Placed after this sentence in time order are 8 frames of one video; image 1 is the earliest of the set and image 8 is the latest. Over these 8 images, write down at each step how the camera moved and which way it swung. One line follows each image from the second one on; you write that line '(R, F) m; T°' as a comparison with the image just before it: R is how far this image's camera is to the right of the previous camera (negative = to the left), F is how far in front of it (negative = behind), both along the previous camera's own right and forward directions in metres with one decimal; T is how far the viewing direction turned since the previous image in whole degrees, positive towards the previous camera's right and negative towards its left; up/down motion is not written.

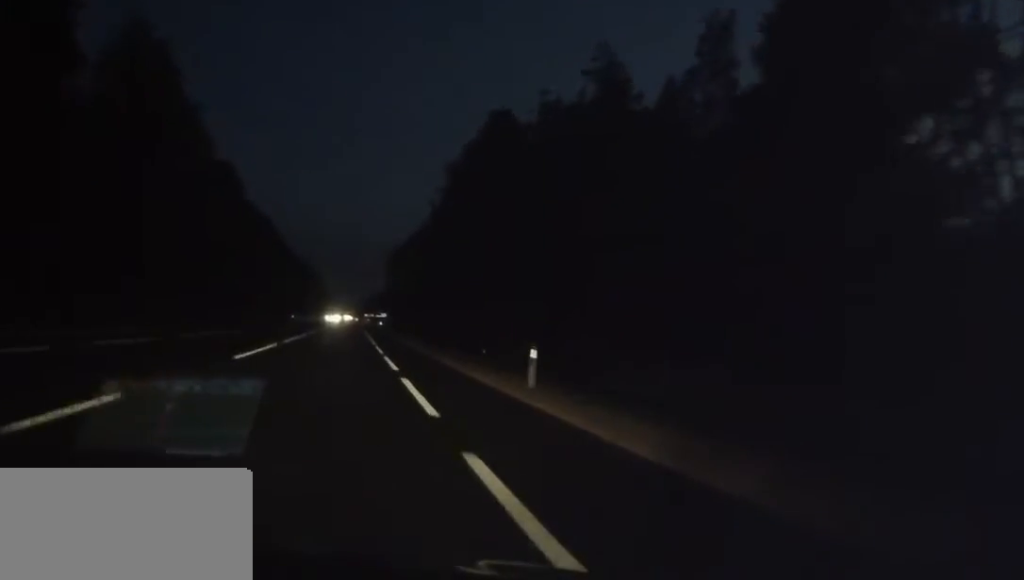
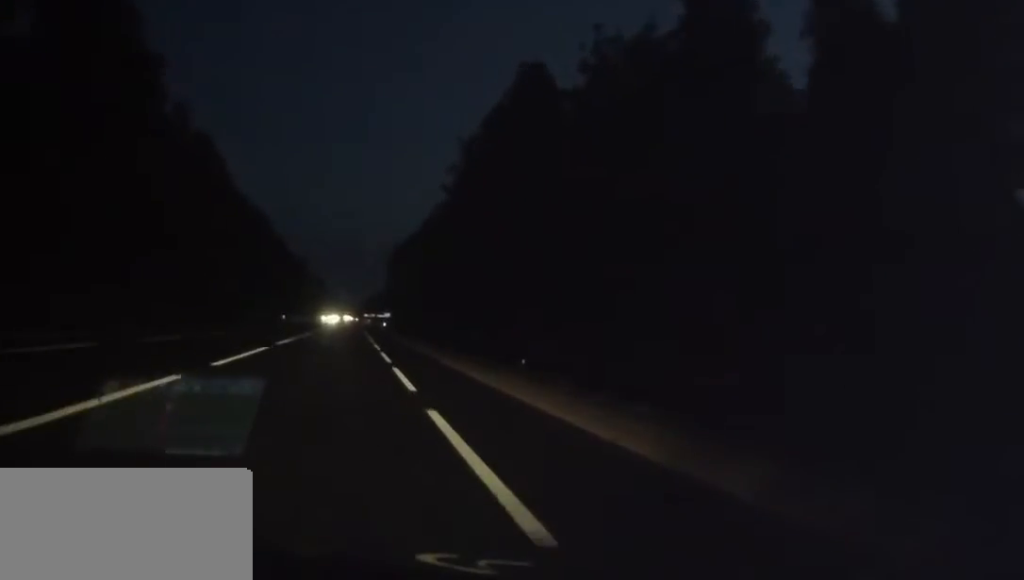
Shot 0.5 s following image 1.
(+0.2, +14.8) m; 0°
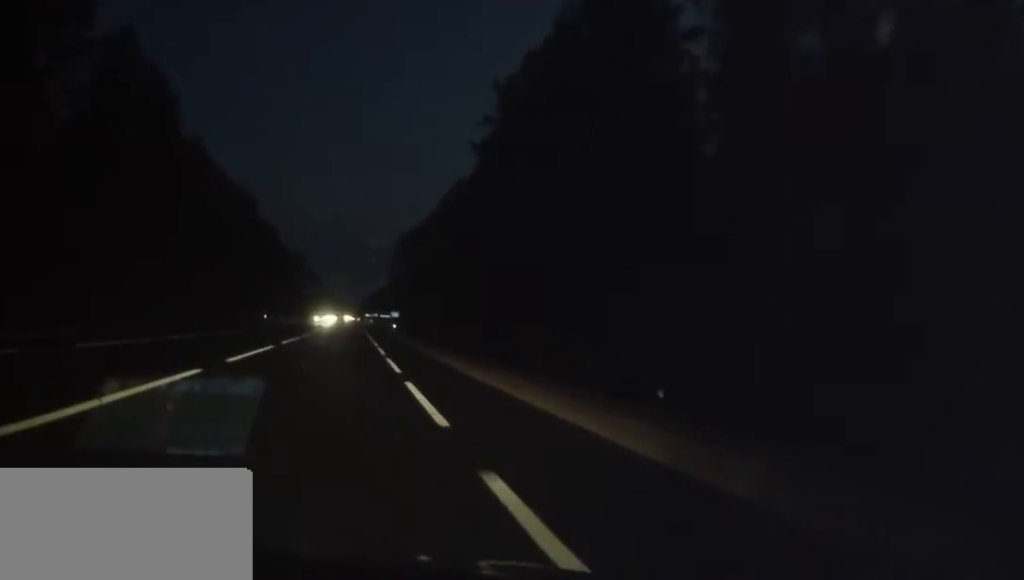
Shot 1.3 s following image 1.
(-0.2, +22.6) m; 0°
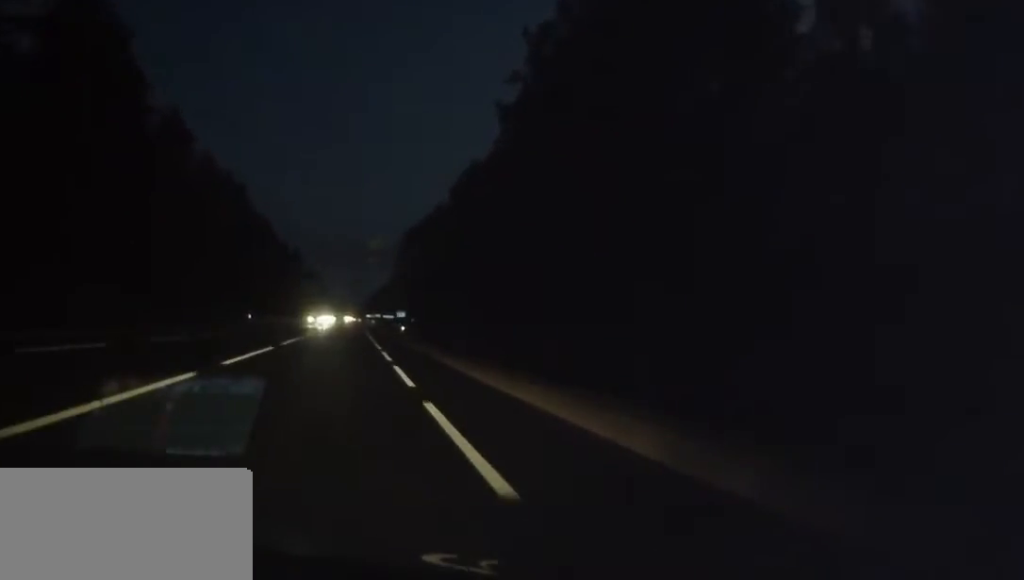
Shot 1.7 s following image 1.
(-0.1, +12.8) m; 0°
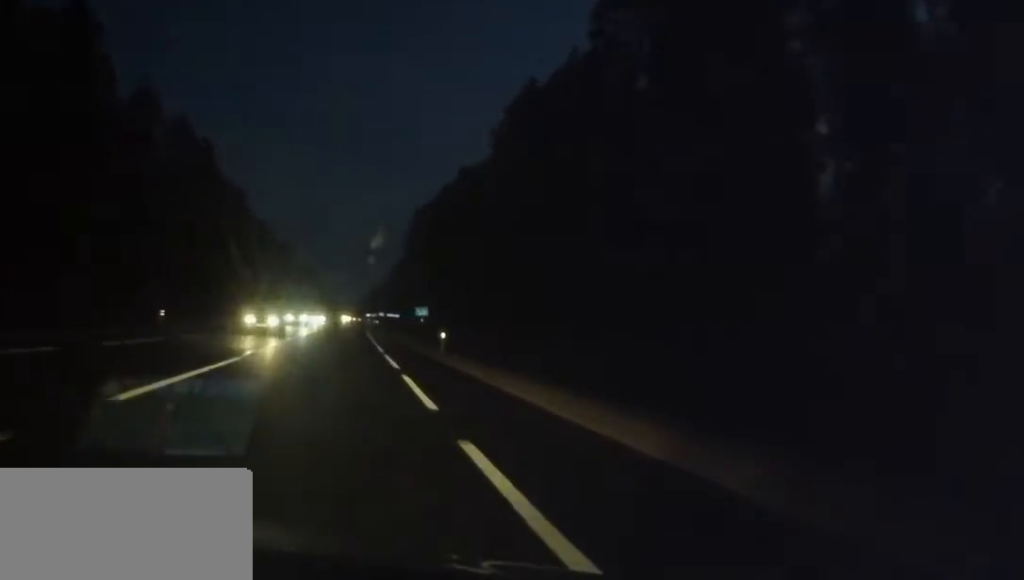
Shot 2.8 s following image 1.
(+0.3, +31.3) m; +1°
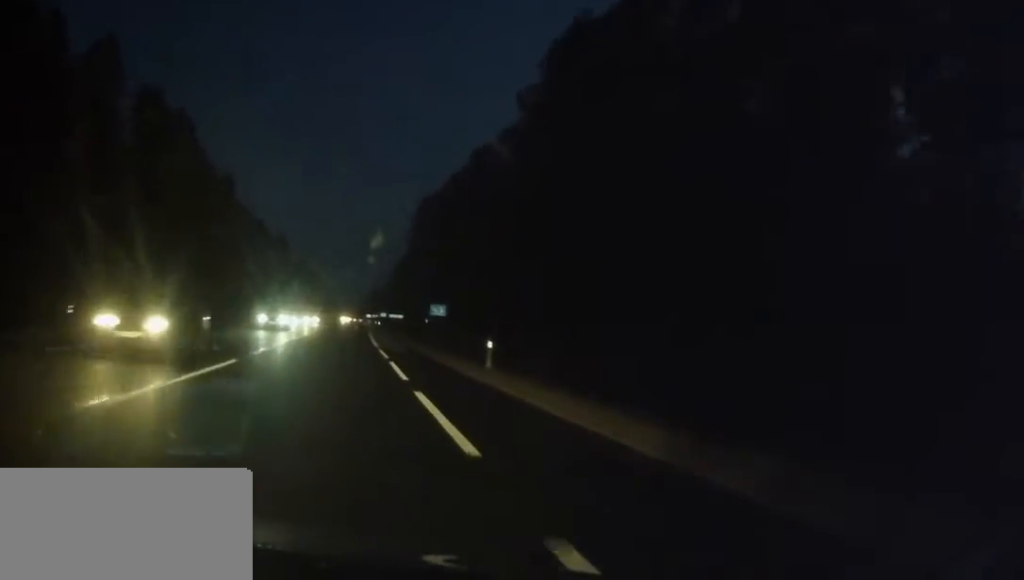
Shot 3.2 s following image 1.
(0.0, +12.7) m; 0°
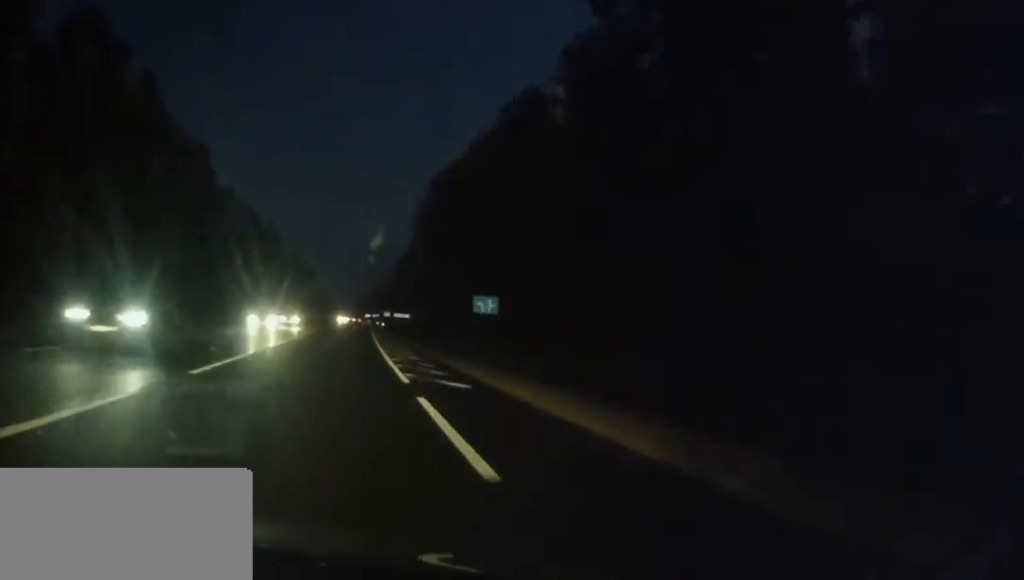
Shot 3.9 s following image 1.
(0.0, +19.5) m; 0°
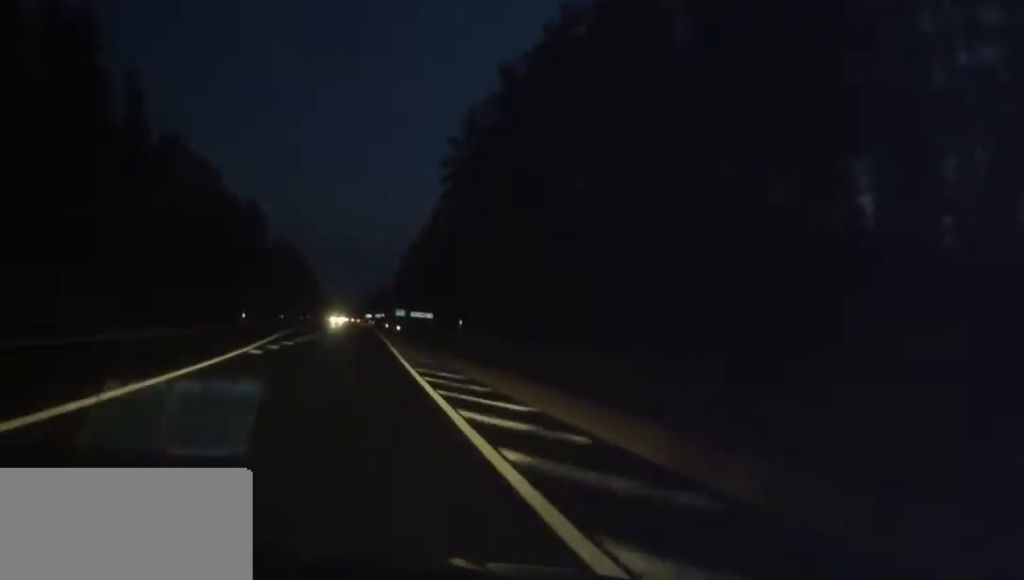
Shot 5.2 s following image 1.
(-0.2, +37.9) m; -1°
